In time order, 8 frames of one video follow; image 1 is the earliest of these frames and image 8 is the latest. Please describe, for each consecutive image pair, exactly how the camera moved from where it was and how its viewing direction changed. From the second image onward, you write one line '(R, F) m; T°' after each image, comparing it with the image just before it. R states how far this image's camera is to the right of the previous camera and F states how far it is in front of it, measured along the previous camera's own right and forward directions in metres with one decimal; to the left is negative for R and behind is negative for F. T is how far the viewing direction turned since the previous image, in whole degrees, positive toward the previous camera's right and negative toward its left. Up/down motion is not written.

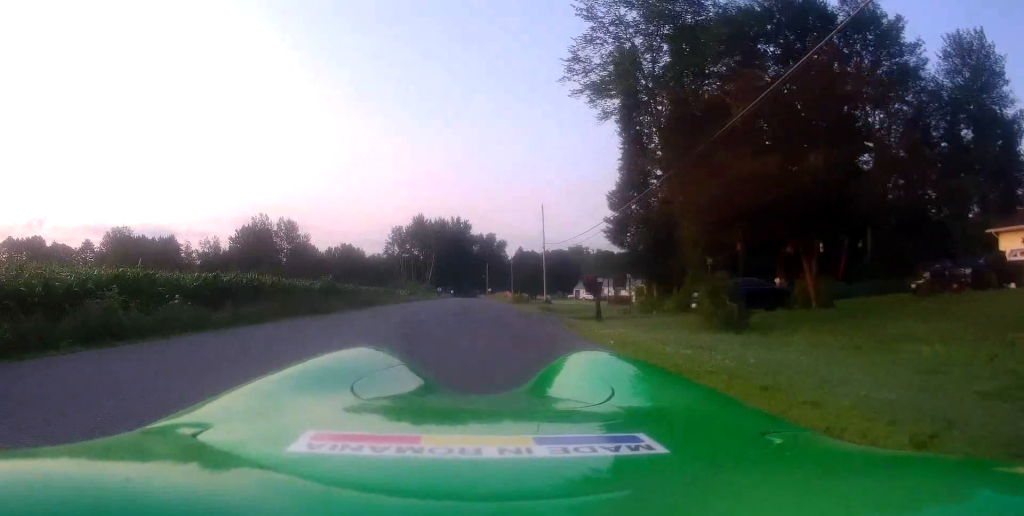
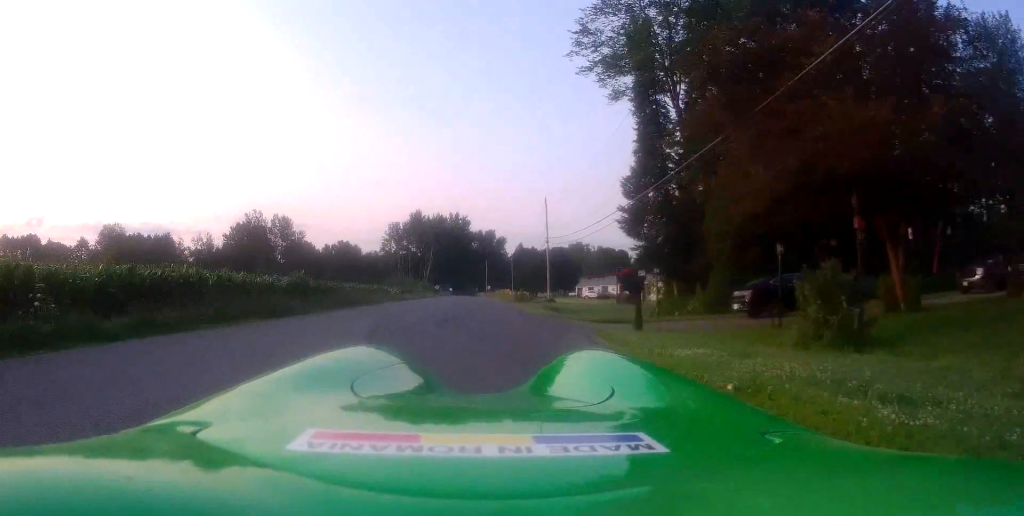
(+0.1, +4.1) m; 0°
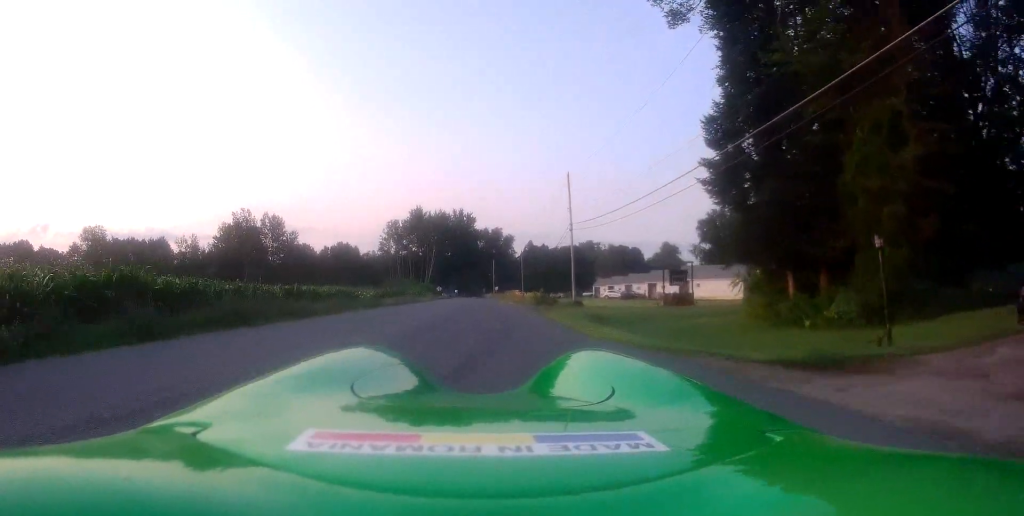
(-0.1, +12.8) m; -2°
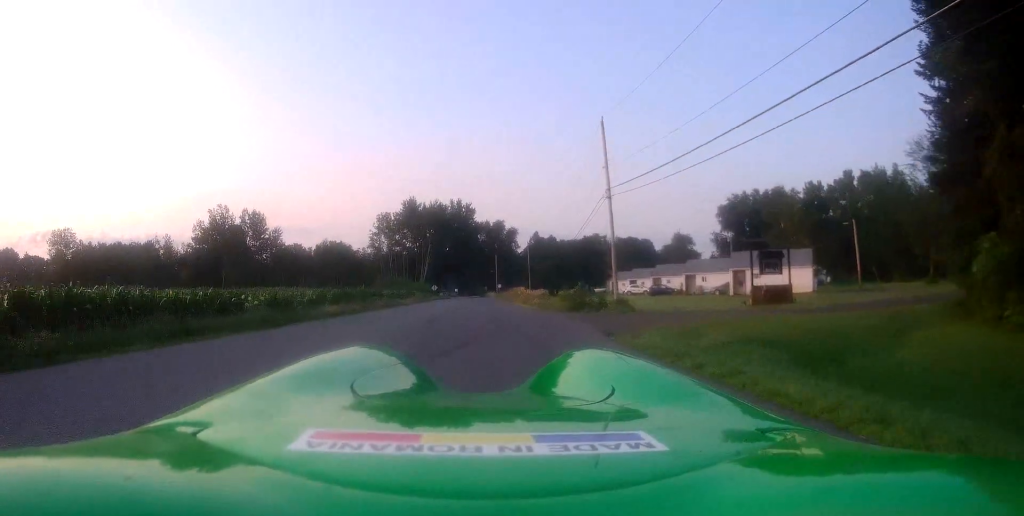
(-0.1, +14.9) m; 0°
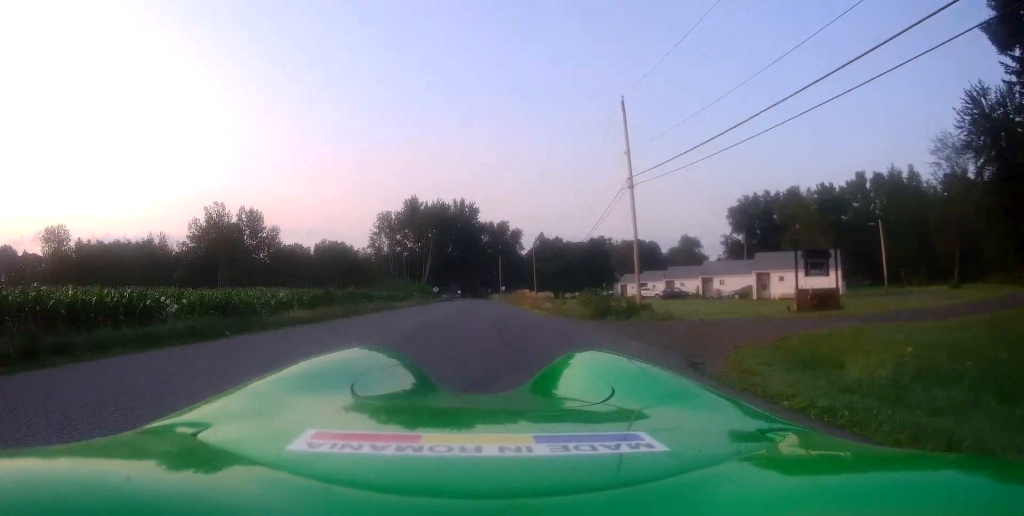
(0.0, +4.5) m; 0°
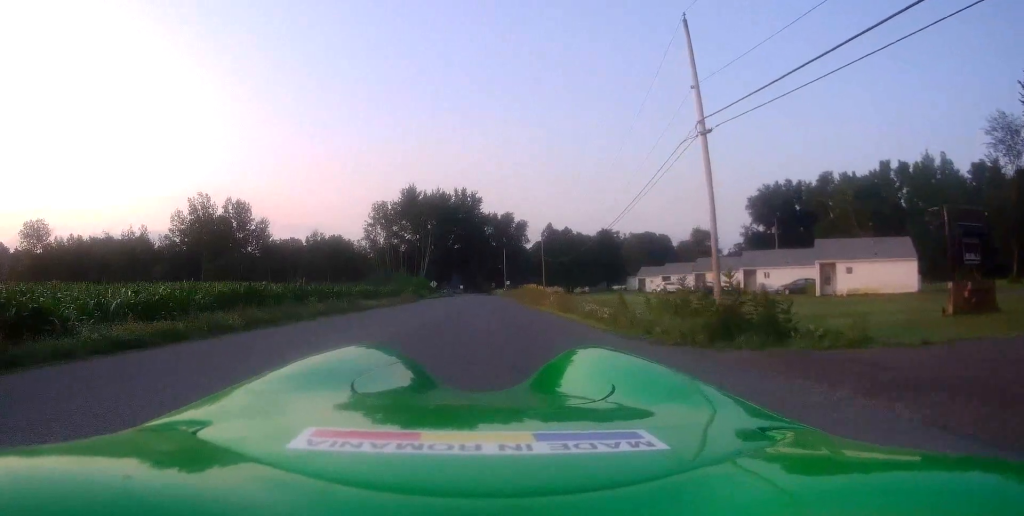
(+0.1, +9.8) m; 0°
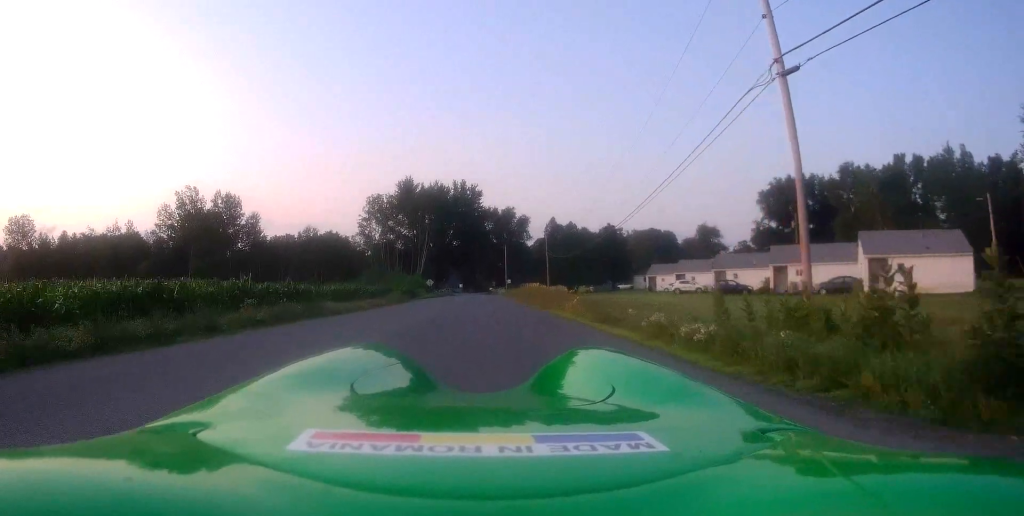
(0.0, +5.7) m; 0°
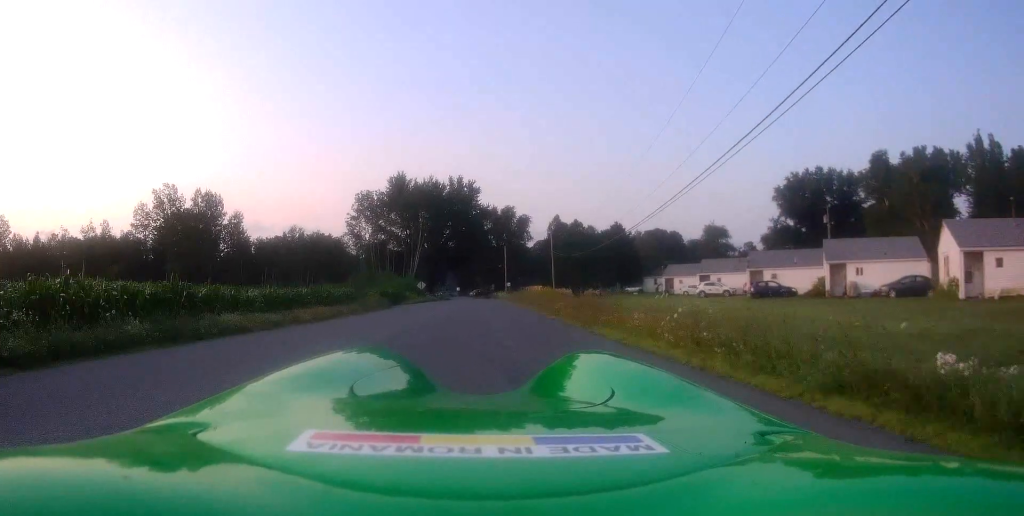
(-0.1, +9.0) m; 0°
